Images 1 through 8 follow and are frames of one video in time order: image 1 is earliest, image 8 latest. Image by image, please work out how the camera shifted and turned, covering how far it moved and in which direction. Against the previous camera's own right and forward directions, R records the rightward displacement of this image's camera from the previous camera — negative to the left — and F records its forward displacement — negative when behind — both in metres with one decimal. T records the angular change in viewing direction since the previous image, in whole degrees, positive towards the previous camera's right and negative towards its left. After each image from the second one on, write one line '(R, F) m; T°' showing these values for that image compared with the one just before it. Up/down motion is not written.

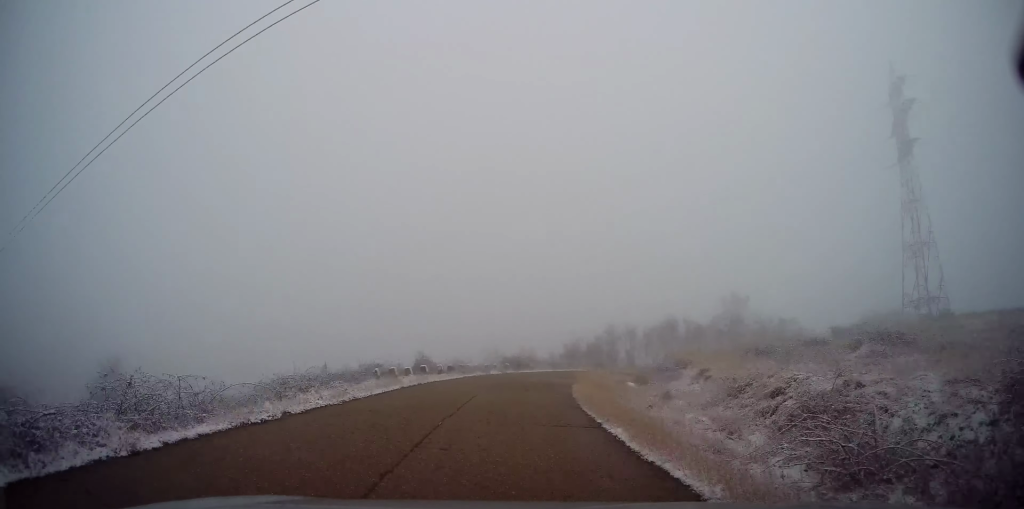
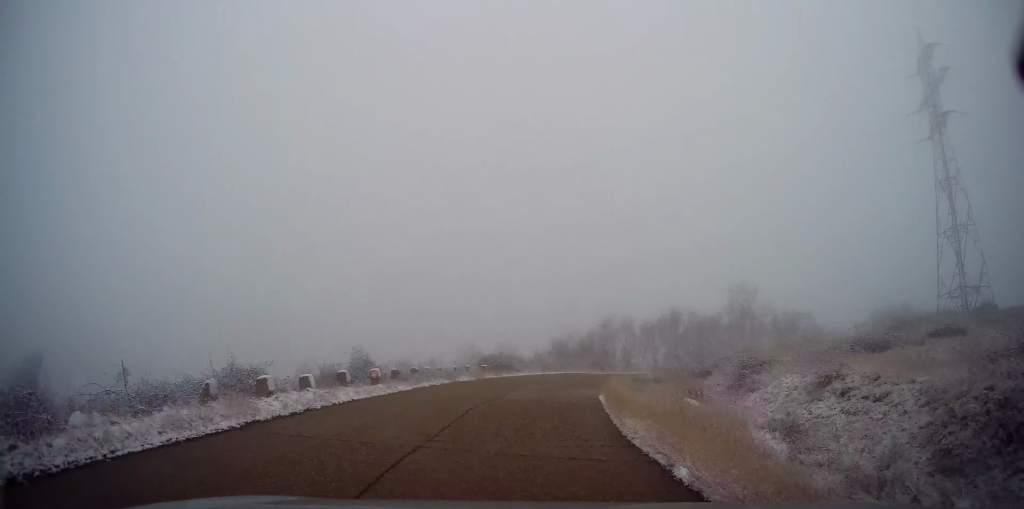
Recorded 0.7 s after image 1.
(0.0, +9.8) m; +1°
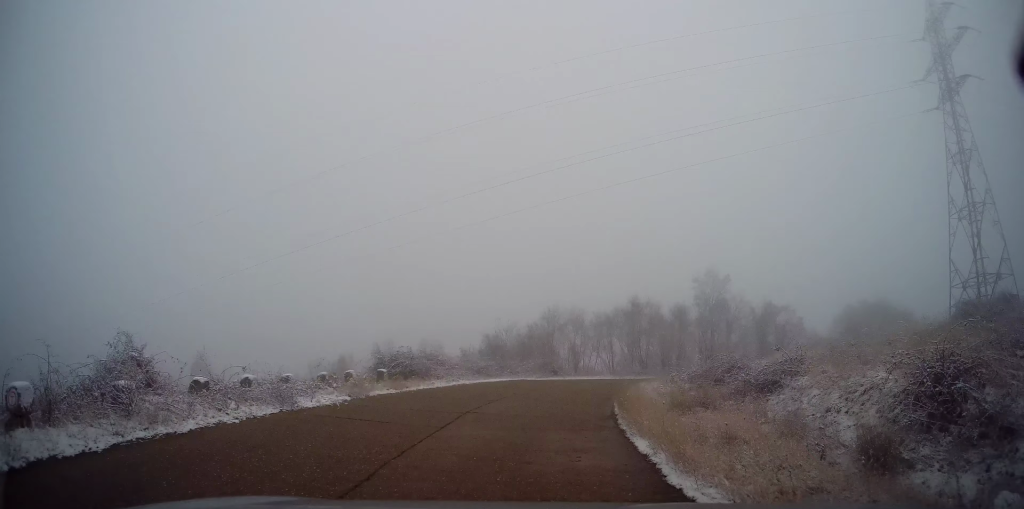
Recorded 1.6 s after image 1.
(+0.2, +11.2) m; +6°
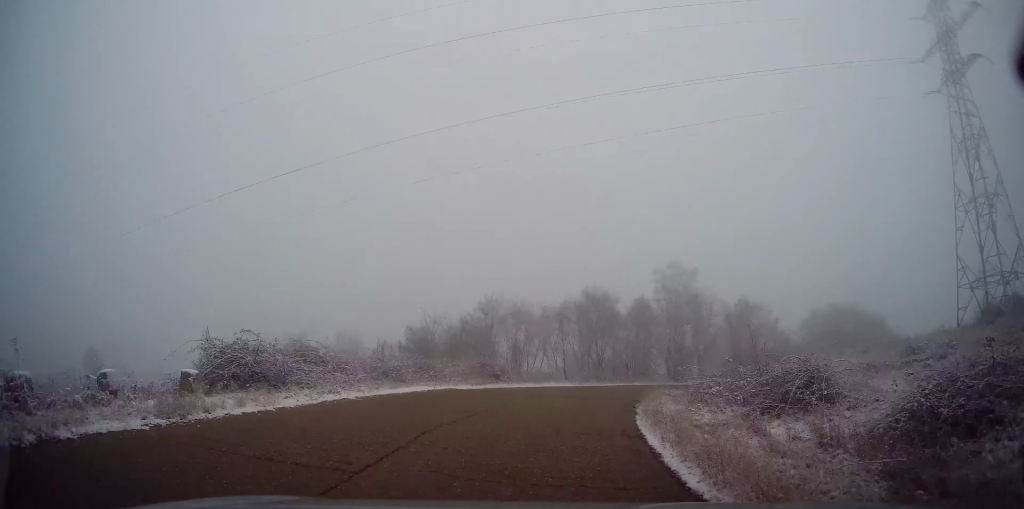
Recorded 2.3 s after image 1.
(+0.7, +8.7) m; +7°
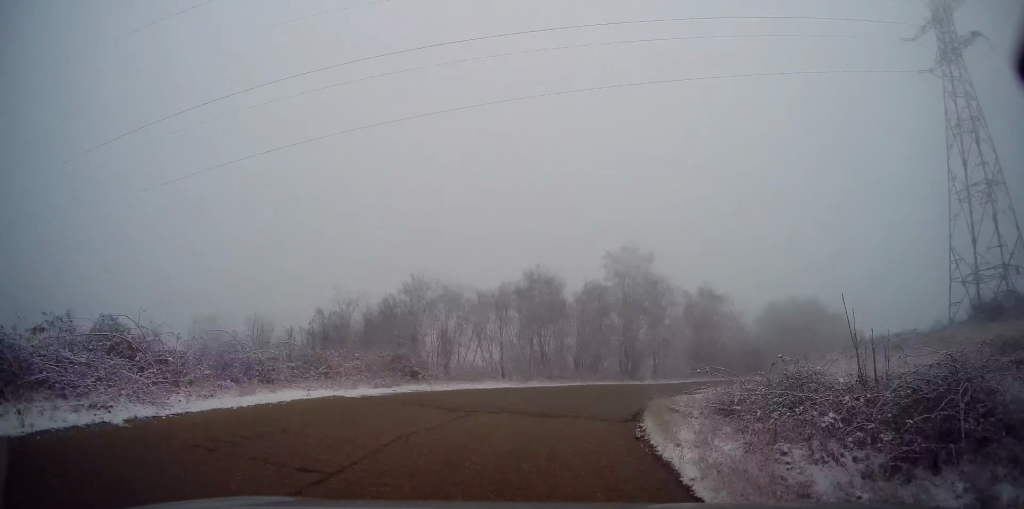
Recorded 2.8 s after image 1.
(+0.1, +6.1) m; +6°
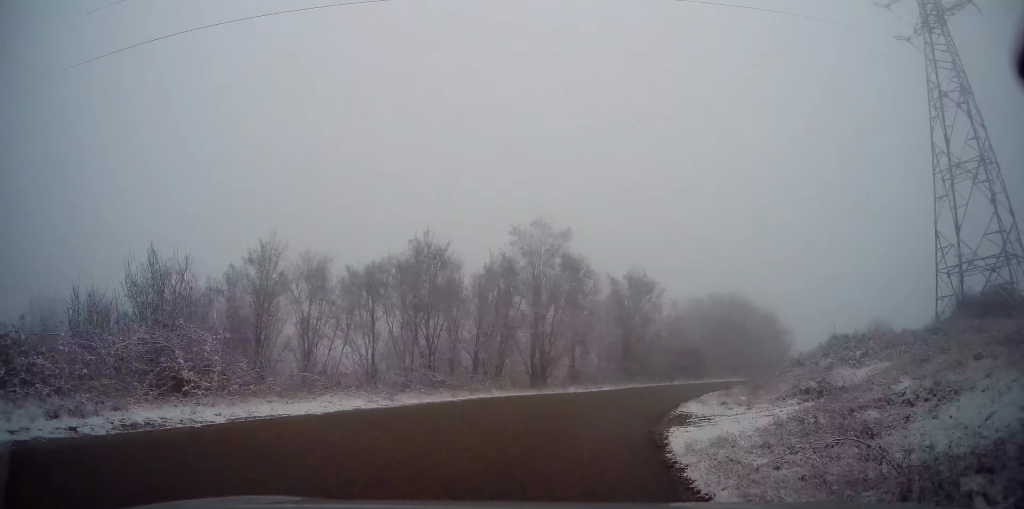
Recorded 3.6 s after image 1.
(+0.7, +9.1) m; +11°
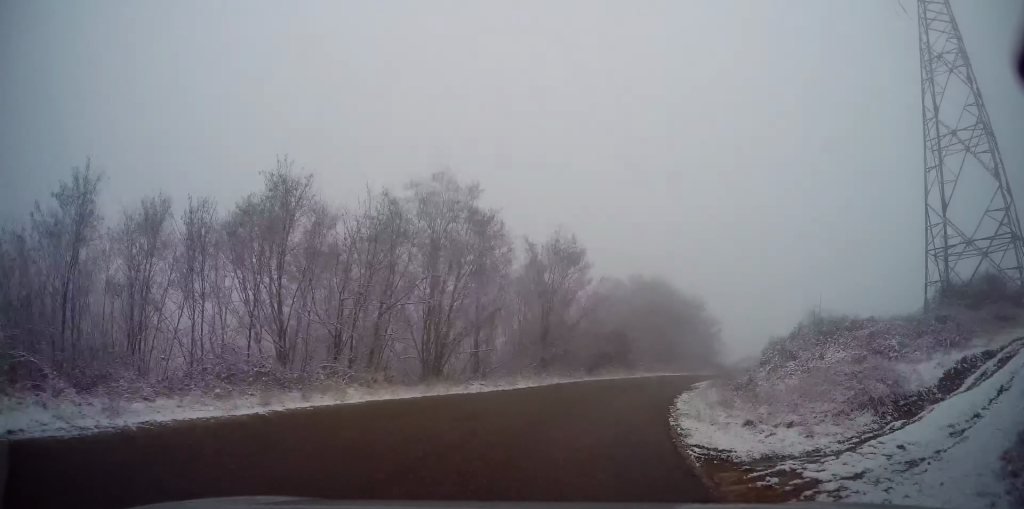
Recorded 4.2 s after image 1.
(+1.0, +7.6) m; +10°
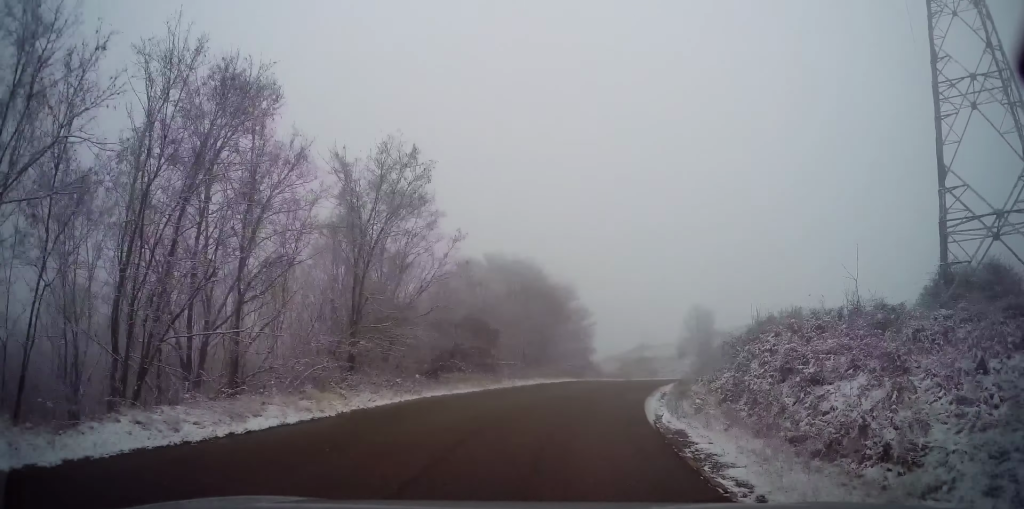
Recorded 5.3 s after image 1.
(+1.6, +11.7) m; +15°
